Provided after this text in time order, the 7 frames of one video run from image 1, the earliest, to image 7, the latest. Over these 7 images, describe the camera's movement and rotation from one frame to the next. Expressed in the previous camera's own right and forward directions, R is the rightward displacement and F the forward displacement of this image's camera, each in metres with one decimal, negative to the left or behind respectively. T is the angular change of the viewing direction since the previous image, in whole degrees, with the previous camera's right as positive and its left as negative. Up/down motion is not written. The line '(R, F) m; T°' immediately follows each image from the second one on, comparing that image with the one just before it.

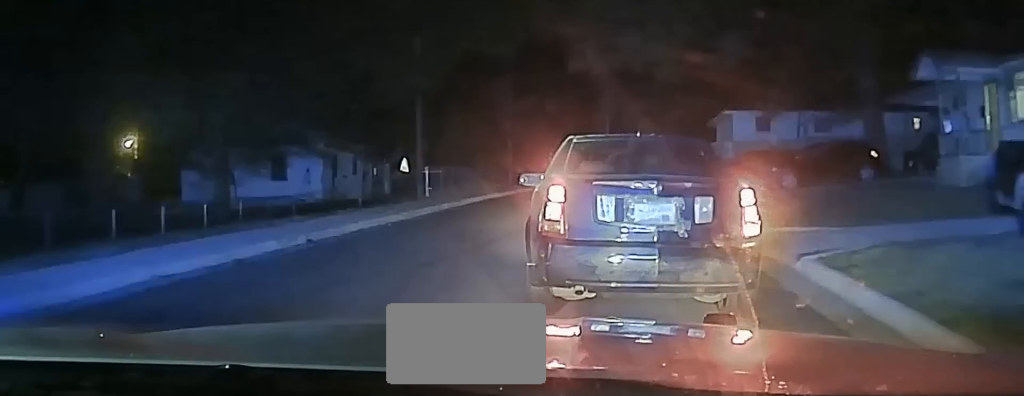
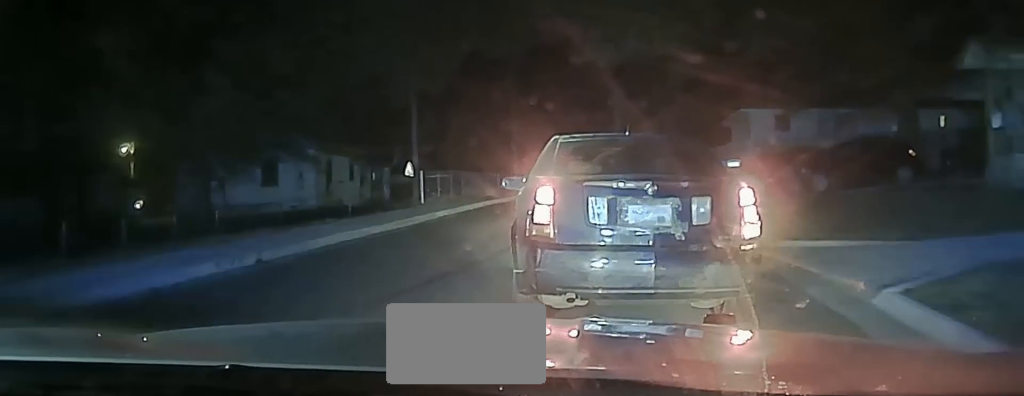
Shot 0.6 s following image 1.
(-0.1, +3.0) m; -2°
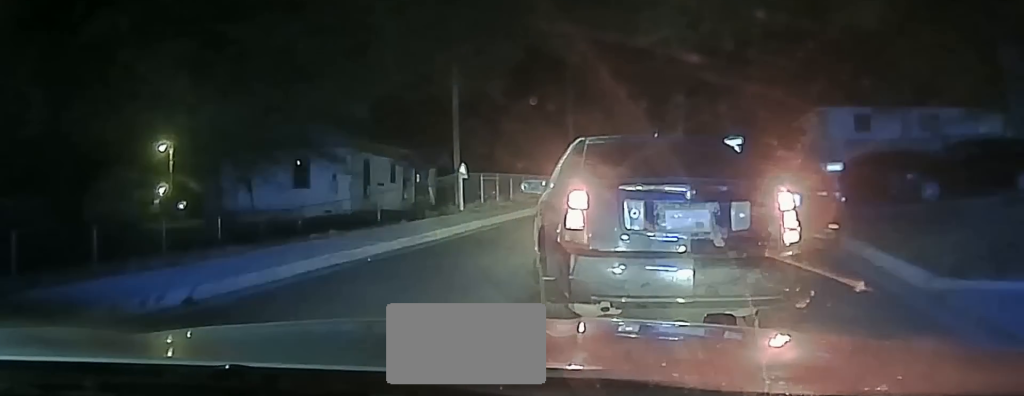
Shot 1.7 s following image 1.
(0.0, +3.7) m; 0°
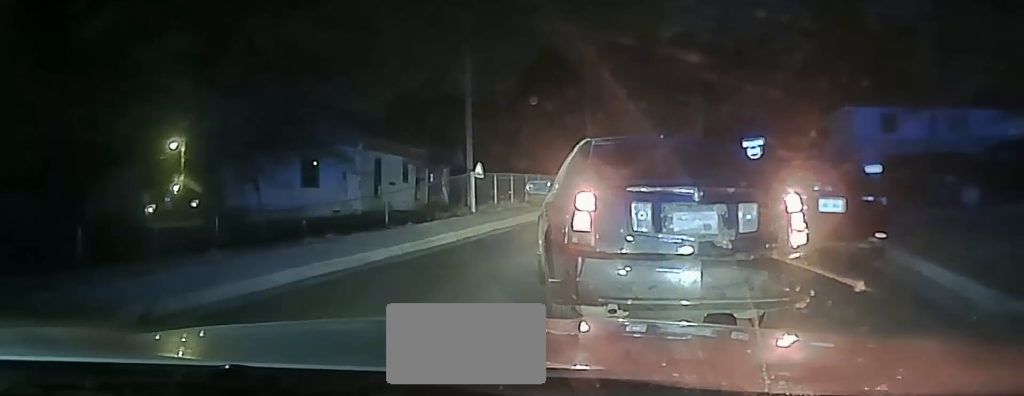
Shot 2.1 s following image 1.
(0.0, +1.1) m; 0°
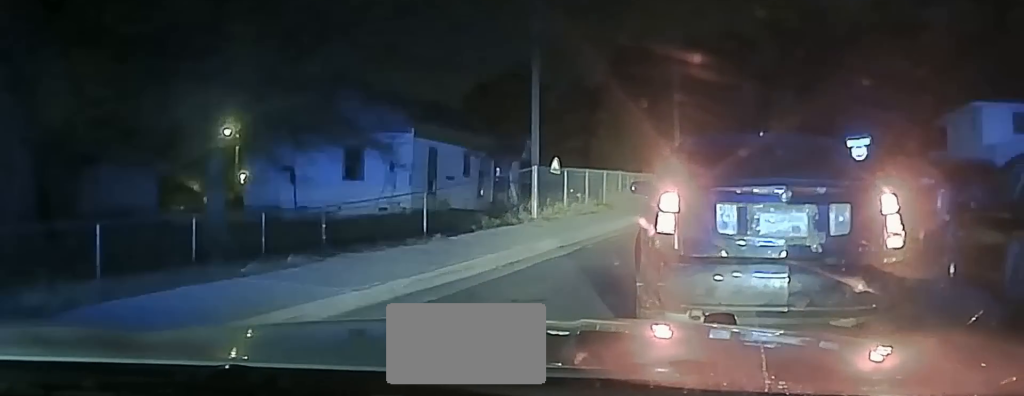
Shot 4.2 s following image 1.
(0.0, +3.9) m; 0°
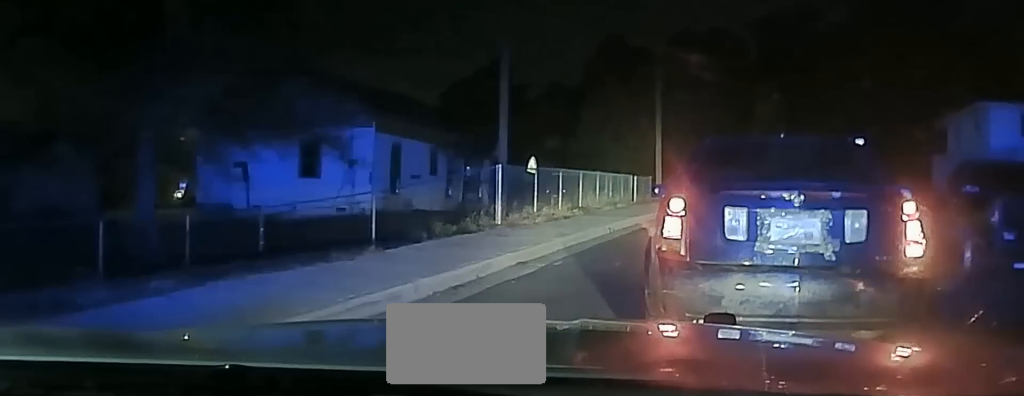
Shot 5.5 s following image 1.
(0.0, +1.6) m; 0°
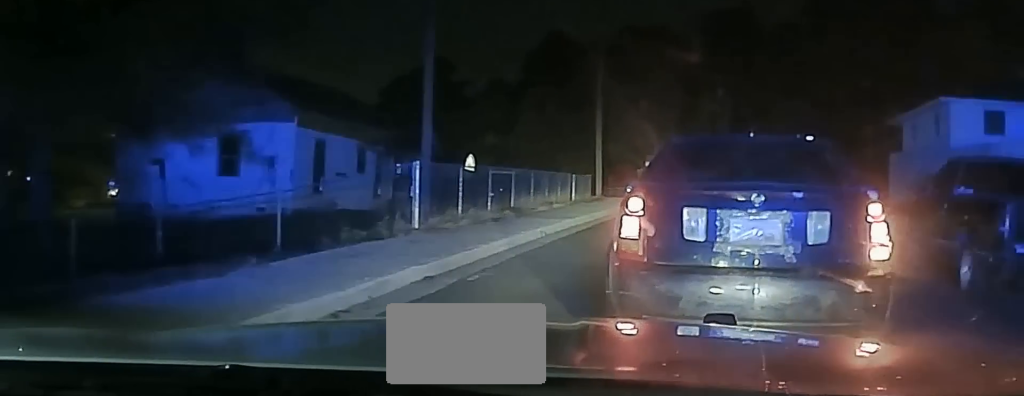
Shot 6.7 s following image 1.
(0.0, +1.6) m; +1°
